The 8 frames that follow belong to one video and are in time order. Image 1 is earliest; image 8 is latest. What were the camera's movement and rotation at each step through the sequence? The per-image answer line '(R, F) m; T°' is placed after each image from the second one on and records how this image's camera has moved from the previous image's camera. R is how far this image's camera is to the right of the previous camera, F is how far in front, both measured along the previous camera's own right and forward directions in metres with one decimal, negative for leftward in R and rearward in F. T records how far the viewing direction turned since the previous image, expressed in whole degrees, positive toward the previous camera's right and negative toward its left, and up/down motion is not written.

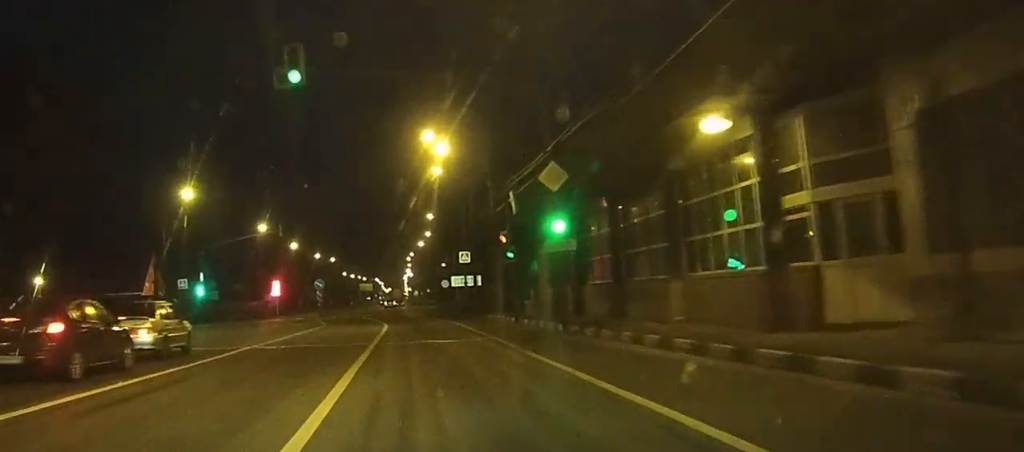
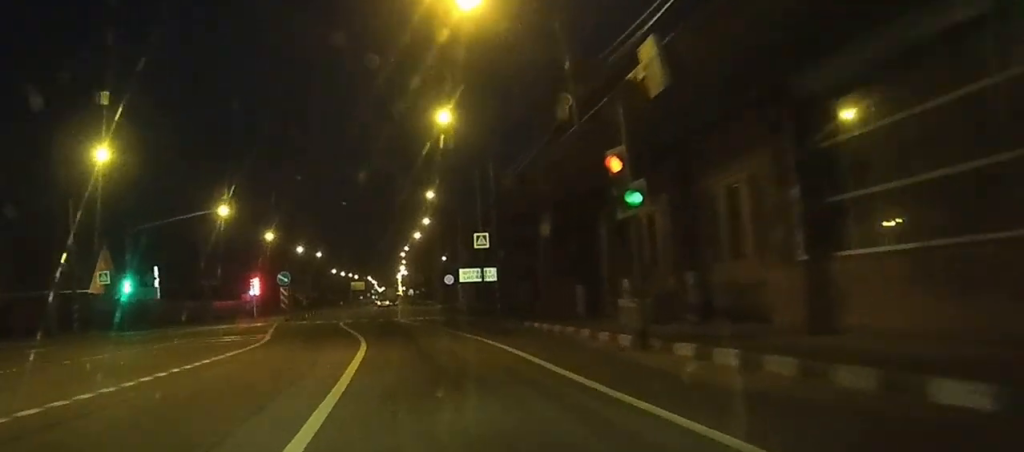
(0.0, +21.0) m; -1°
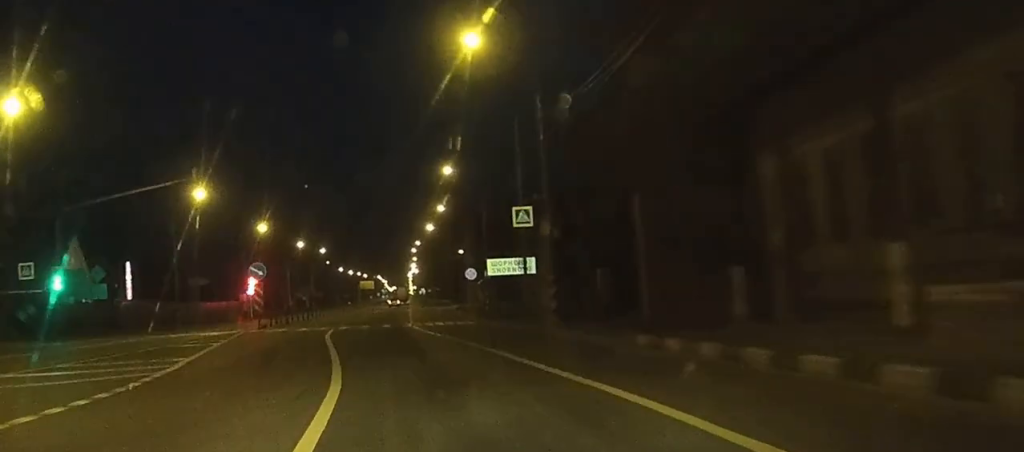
(-0.1, +14.9) m; 0°
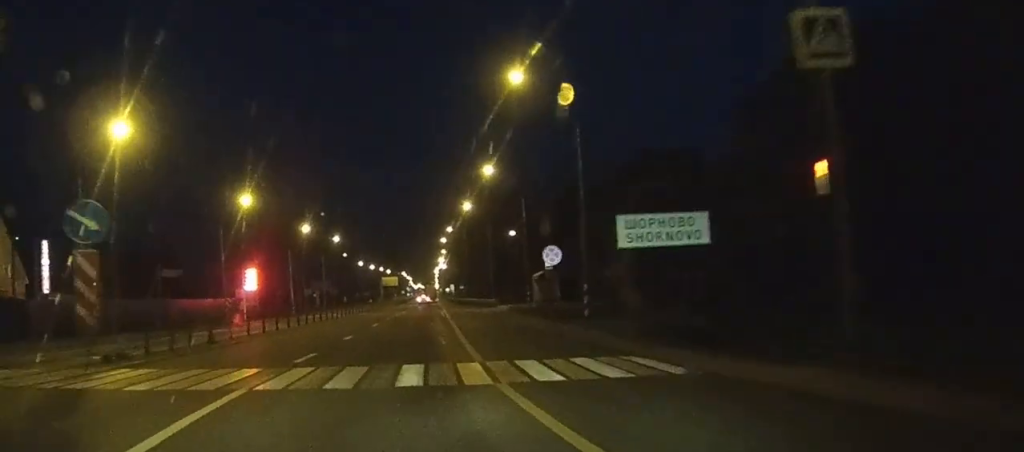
(0.0, +28.0) m; 0°
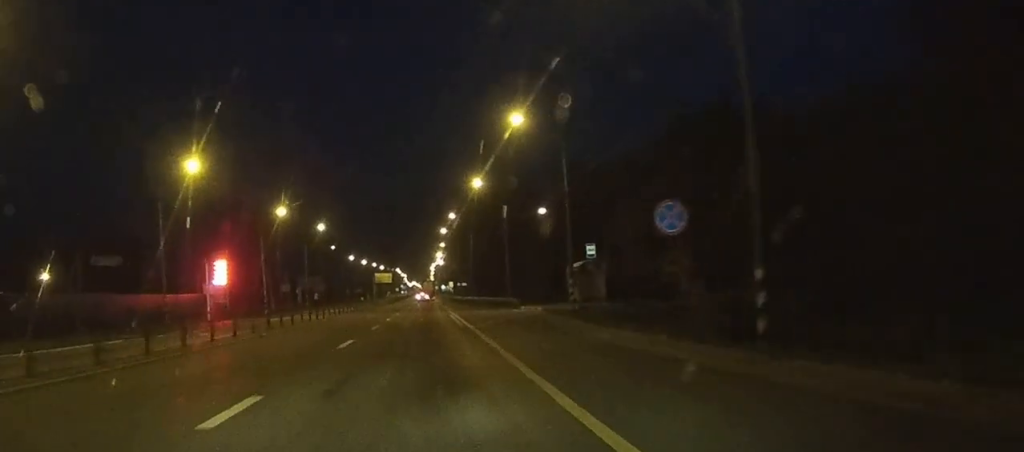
(+0.1, +19.6) m; +1°
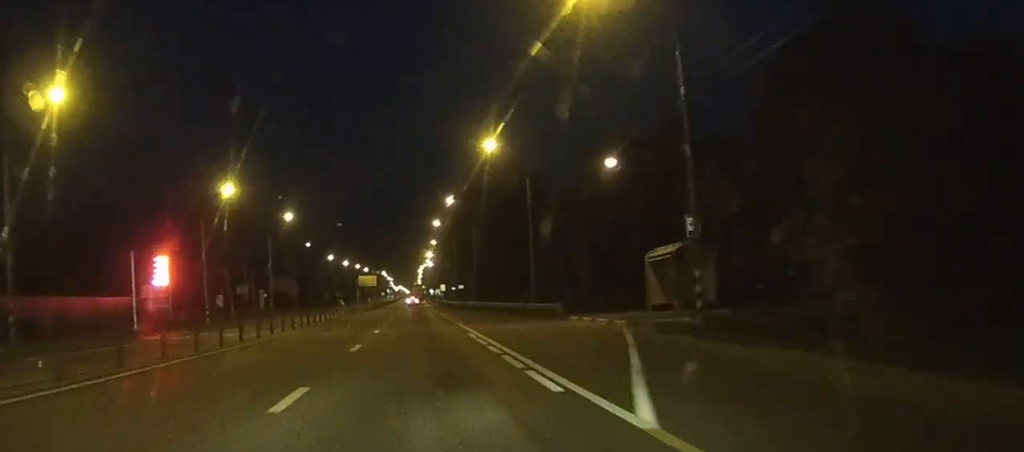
(+0.3, +23.6) m; +1°
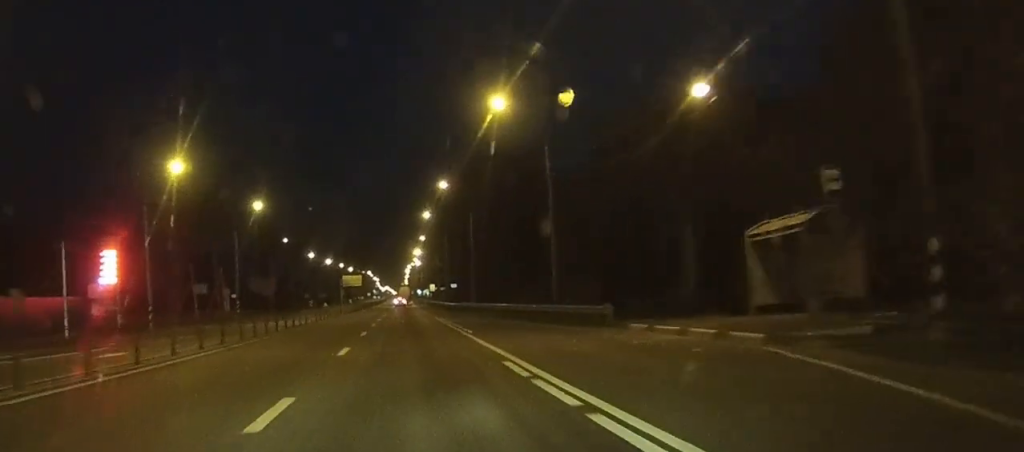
(0.0, +13.4) m; 0°
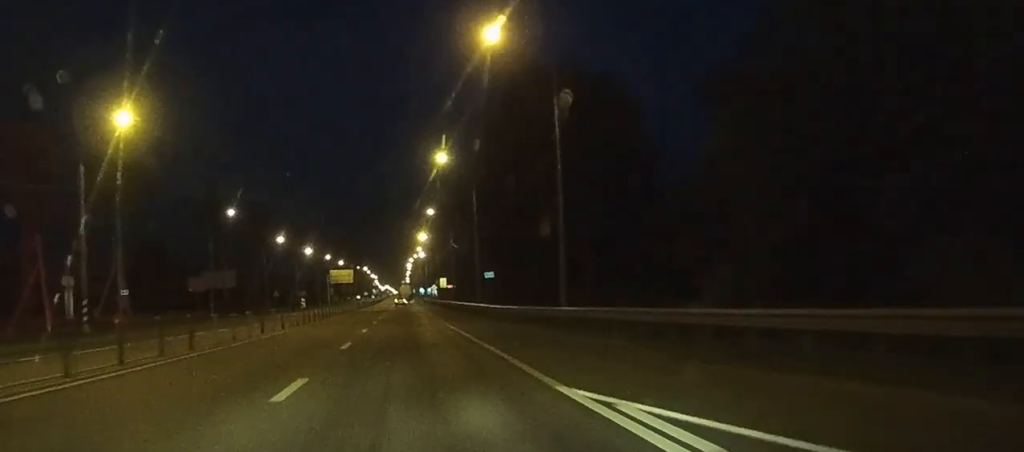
(+0.1, +45.5) m; 0°
